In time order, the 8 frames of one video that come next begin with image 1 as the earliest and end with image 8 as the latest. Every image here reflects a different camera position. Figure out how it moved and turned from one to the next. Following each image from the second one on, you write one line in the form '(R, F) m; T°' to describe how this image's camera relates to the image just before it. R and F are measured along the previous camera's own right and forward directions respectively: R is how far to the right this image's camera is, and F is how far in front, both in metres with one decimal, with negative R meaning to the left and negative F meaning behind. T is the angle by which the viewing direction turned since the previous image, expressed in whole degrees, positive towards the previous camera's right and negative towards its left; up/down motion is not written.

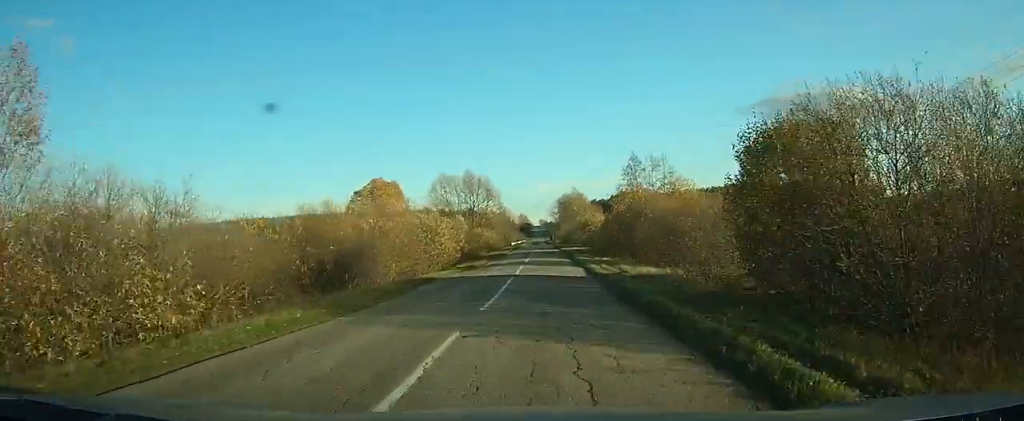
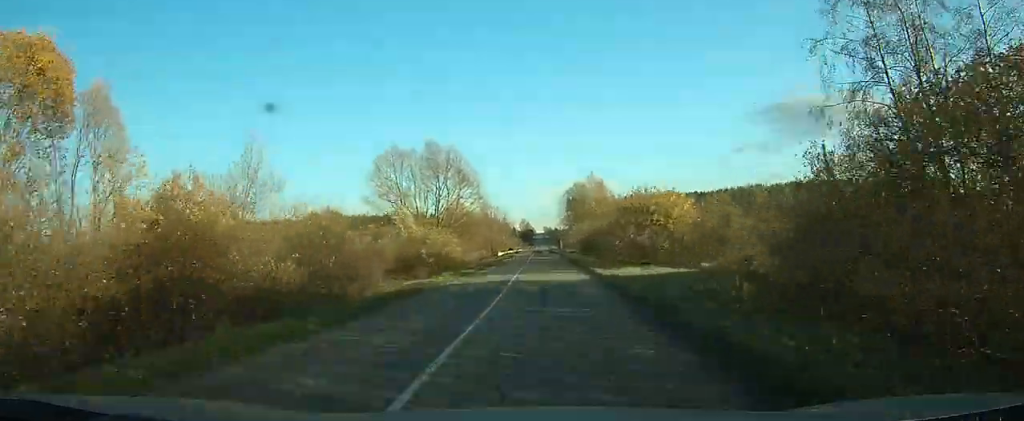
(-0.6, +37.1) m; 0°
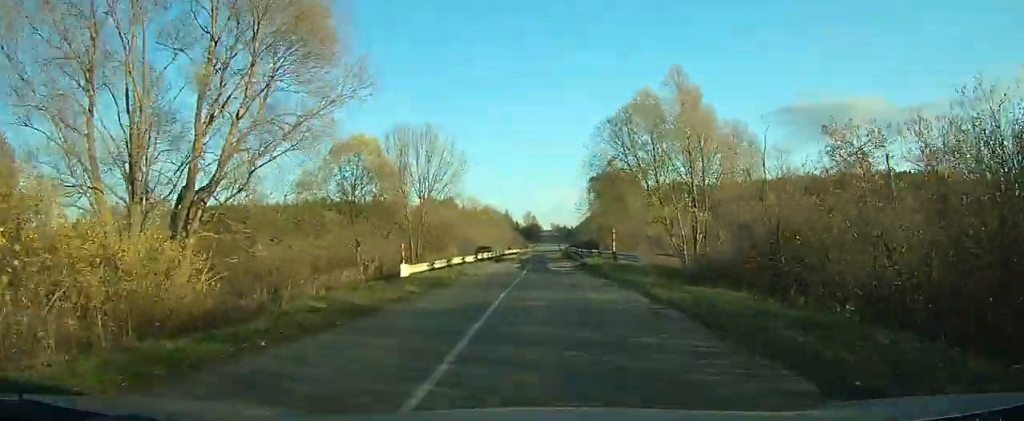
(+0.5, +49.5) m; +1°
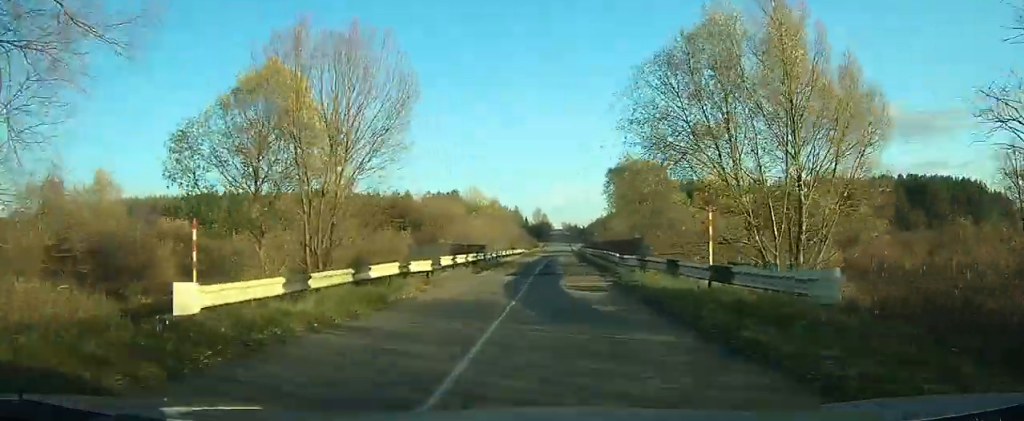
(0.0, +15.9) m; 0°
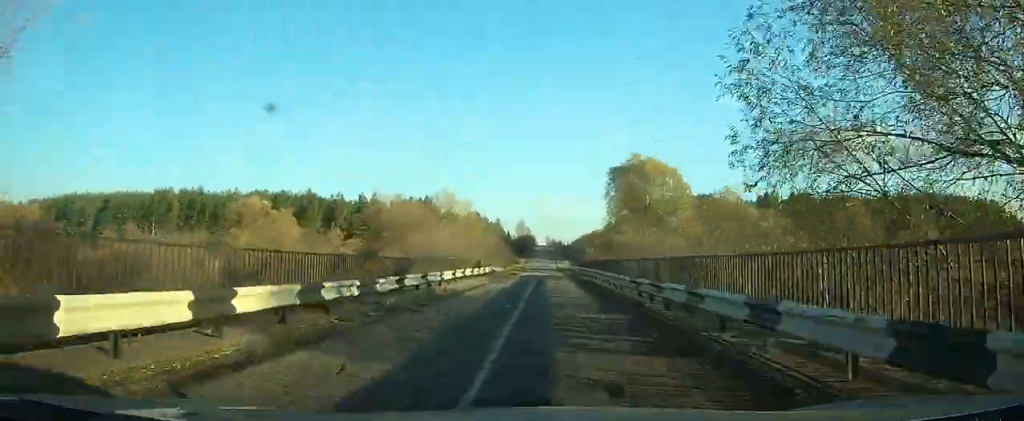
(0.0, +26.0) m; +2°
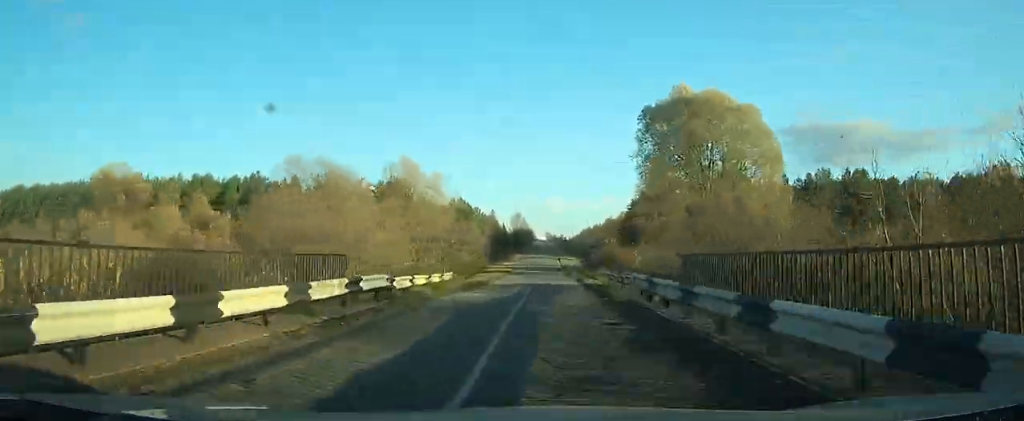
(+2.7, +36.9) m; +2°
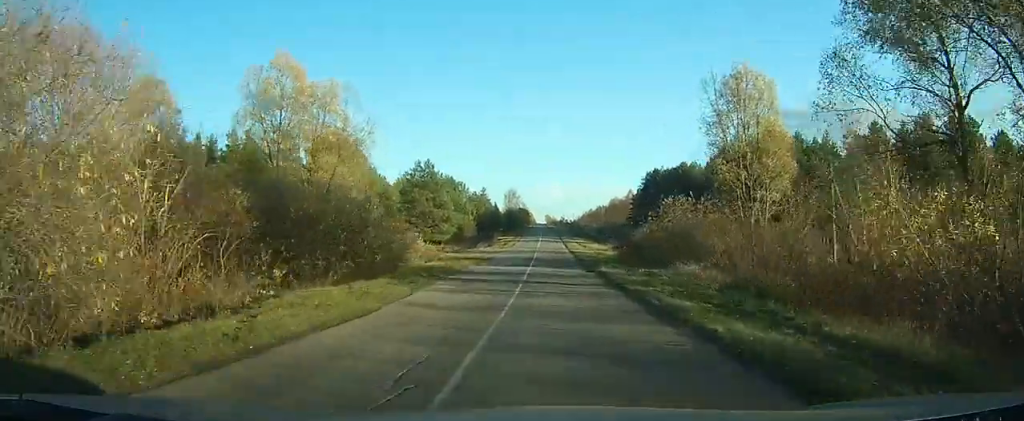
(-3.5, +35.4) m; -8°
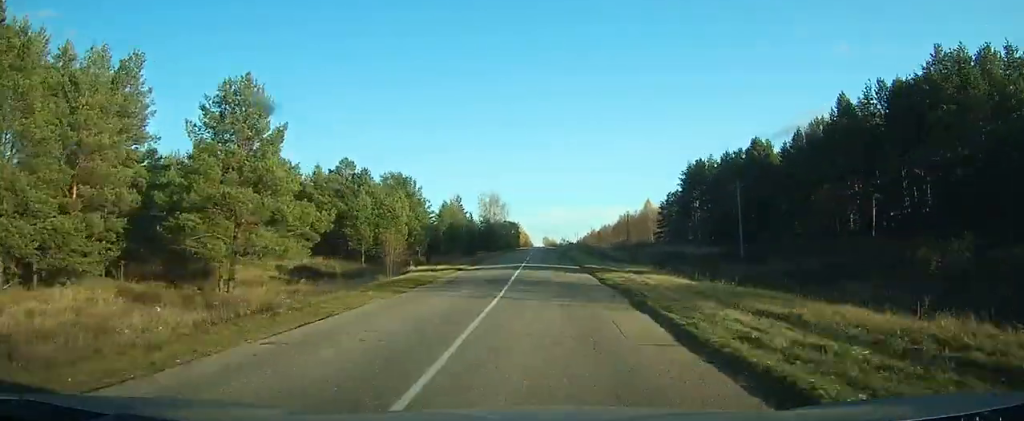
(+2.0, +58.6) m; +4°
